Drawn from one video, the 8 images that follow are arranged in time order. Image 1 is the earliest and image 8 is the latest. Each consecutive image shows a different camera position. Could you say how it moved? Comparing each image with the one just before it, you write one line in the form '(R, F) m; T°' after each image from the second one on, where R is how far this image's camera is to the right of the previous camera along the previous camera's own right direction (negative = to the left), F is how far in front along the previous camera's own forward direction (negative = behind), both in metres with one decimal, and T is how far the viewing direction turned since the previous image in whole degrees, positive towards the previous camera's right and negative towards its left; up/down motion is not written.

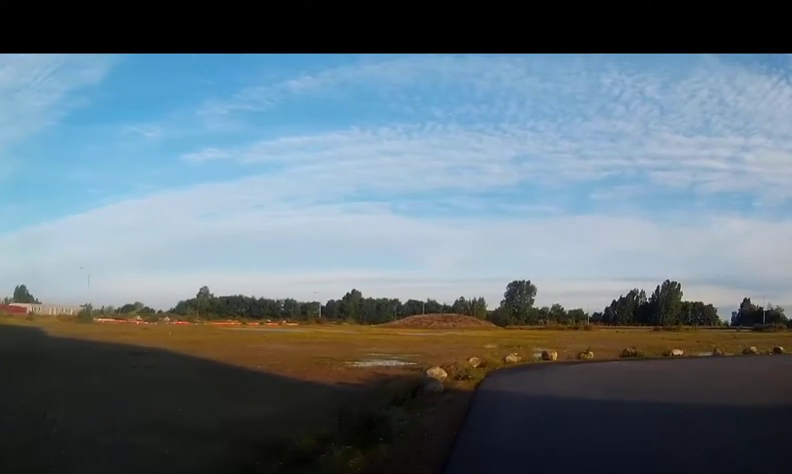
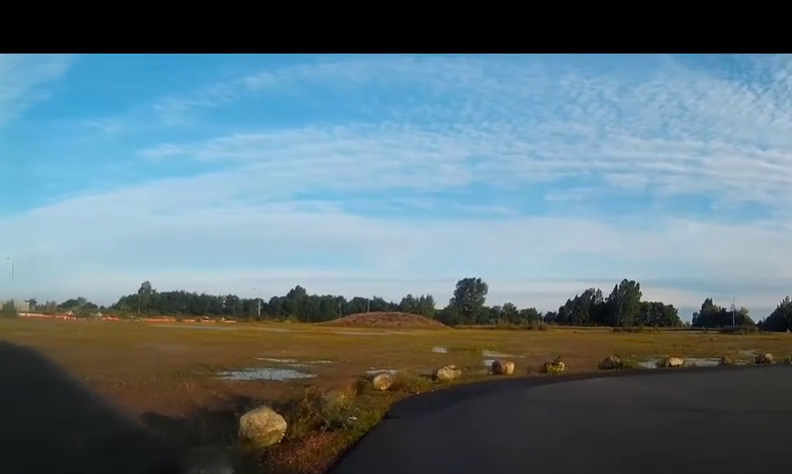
(-0.2, +9.7) m; +2°
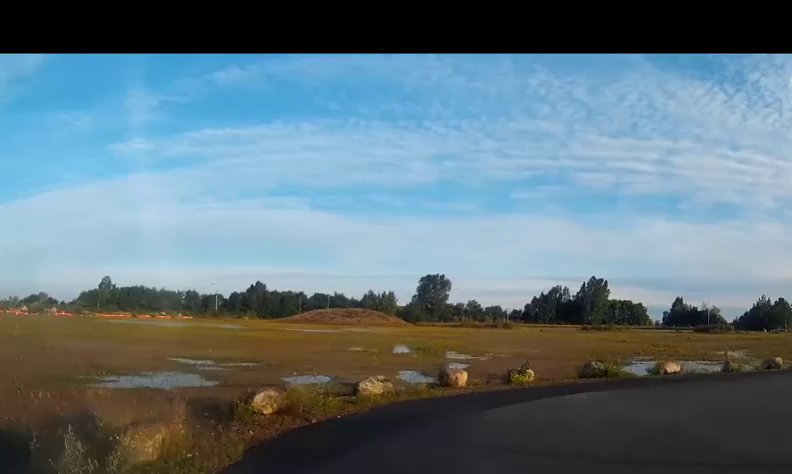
(+0.3, +5.9) m; +7°
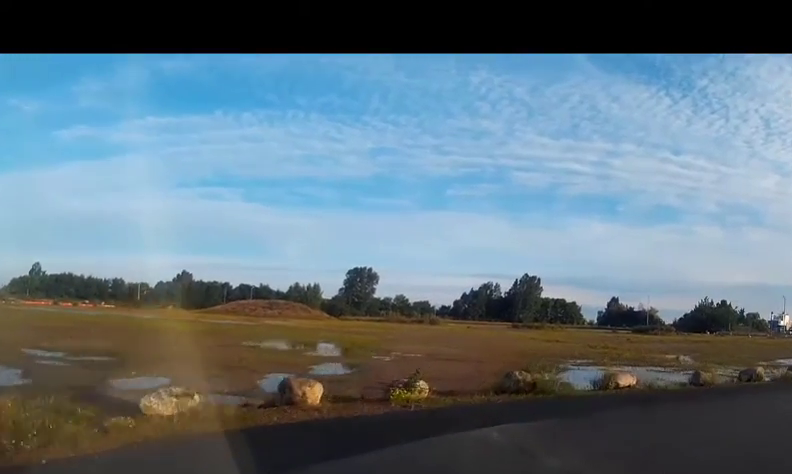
(+0.4, +5.7) m; +8°
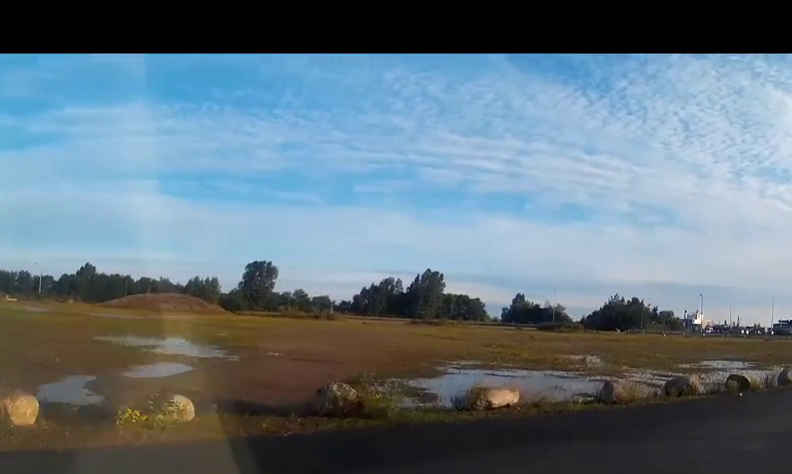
(+0.4, +5.2) m; +7°
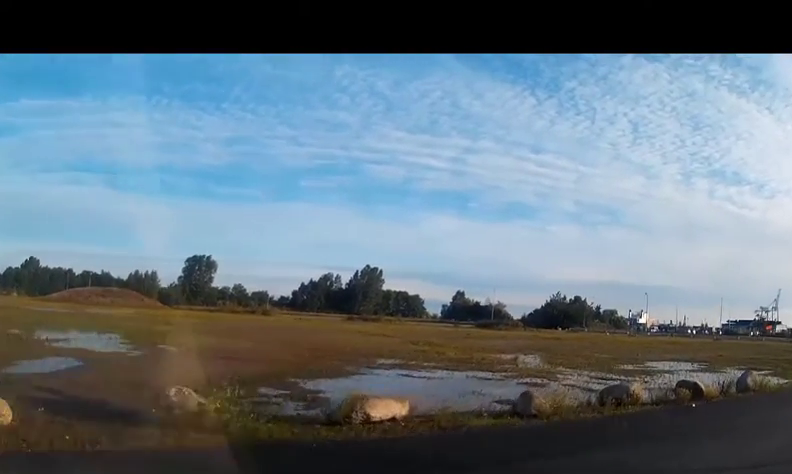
(0.0, +2.6) m; +4°
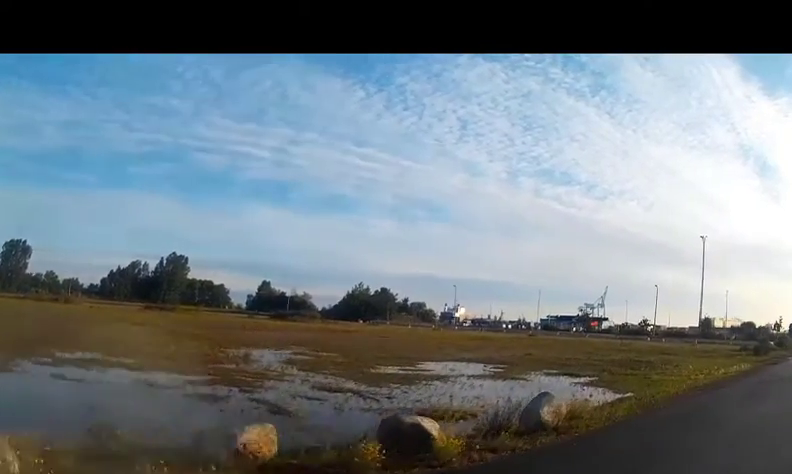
(+1.0, +8.0) m; +17°
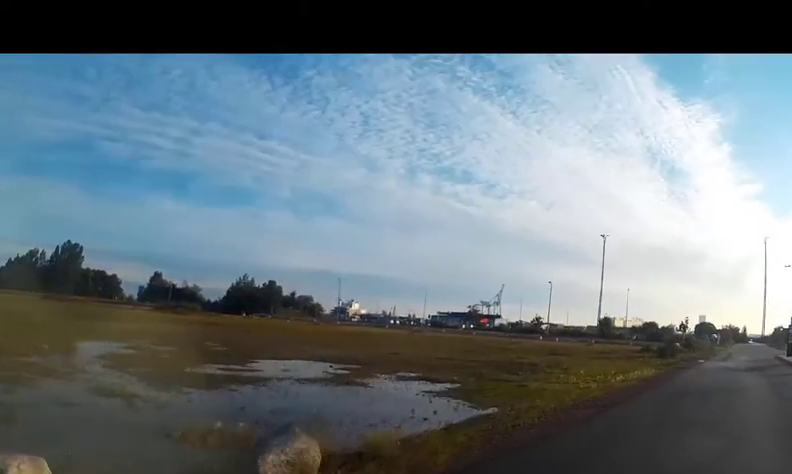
(+0.5, +4.7) m; +10°
